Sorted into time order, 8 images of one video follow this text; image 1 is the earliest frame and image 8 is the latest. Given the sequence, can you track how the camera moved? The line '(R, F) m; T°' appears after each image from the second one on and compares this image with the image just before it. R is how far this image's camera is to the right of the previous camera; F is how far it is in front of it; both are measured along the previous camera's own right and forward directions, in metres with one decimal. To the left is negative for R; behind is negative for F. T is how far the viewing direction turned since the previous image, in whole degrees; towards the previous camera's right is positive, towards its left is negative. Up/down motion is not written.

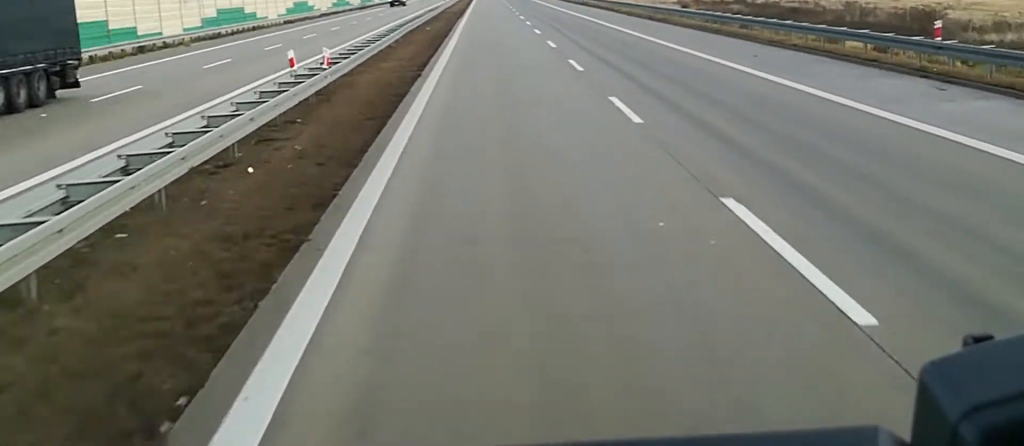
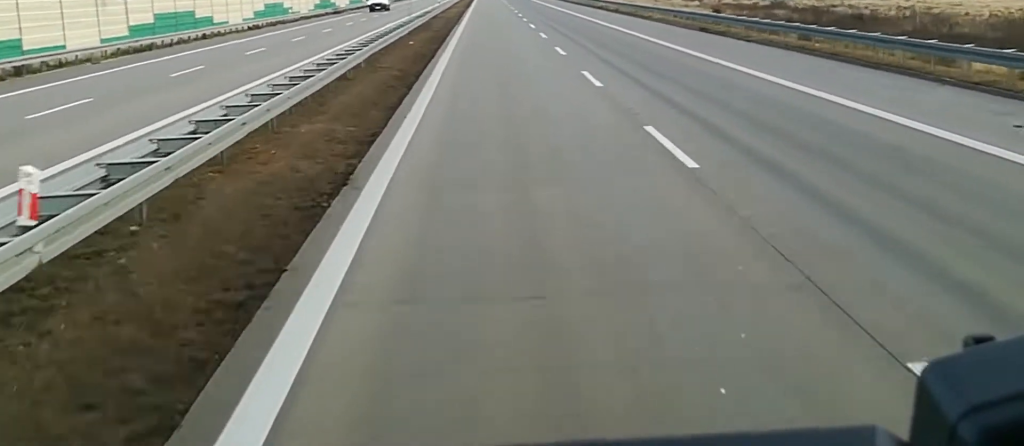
(-0.3, +16.8) m; -1°
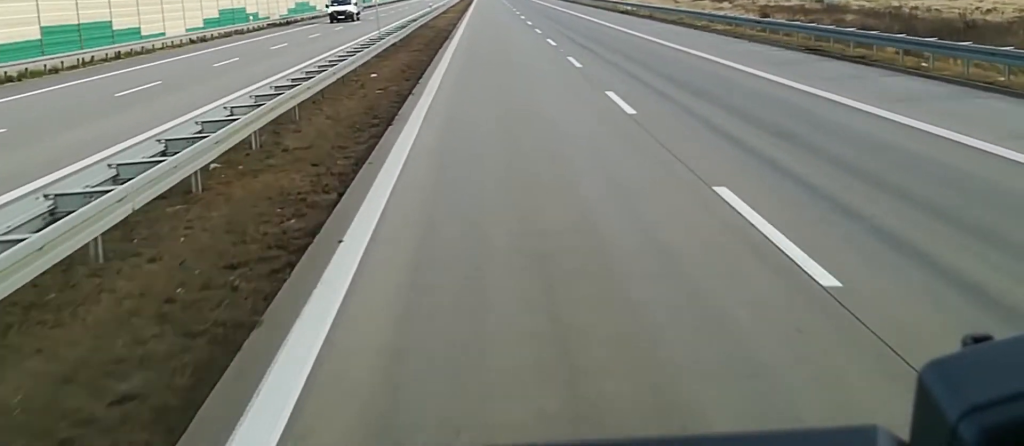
(-0.2, +18.5) m; -1°
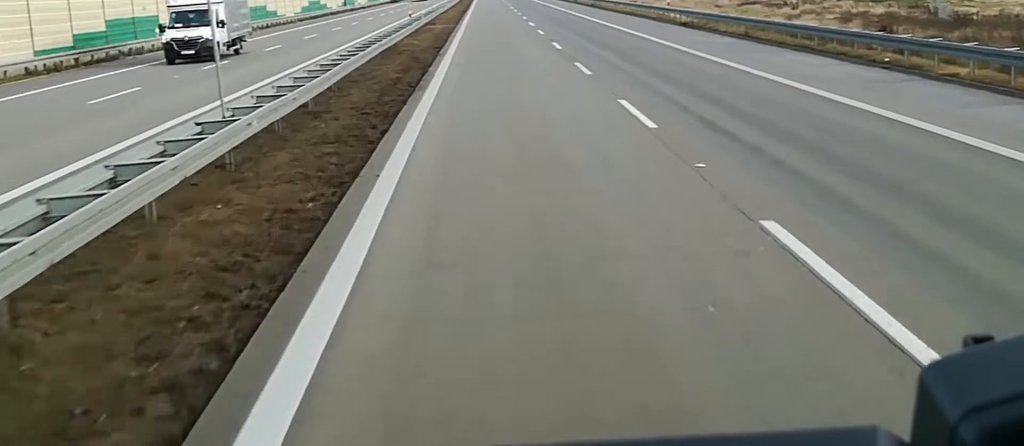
(0.0, +26.1) m; 0°
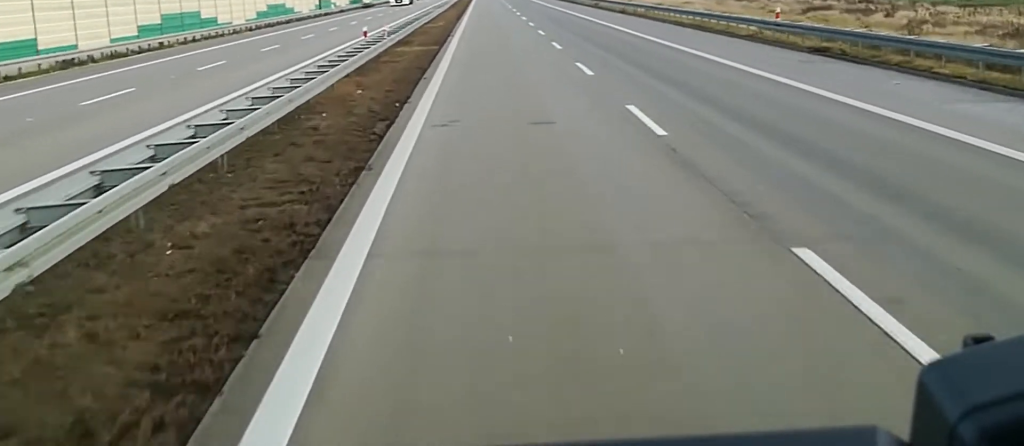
(+0.1, +25.3) m; 0°
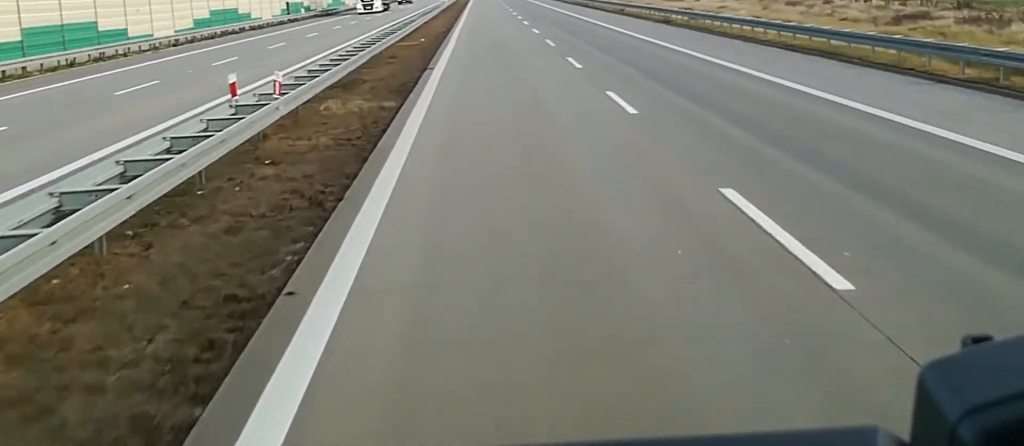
(-0.1, +20.2) m; 0°
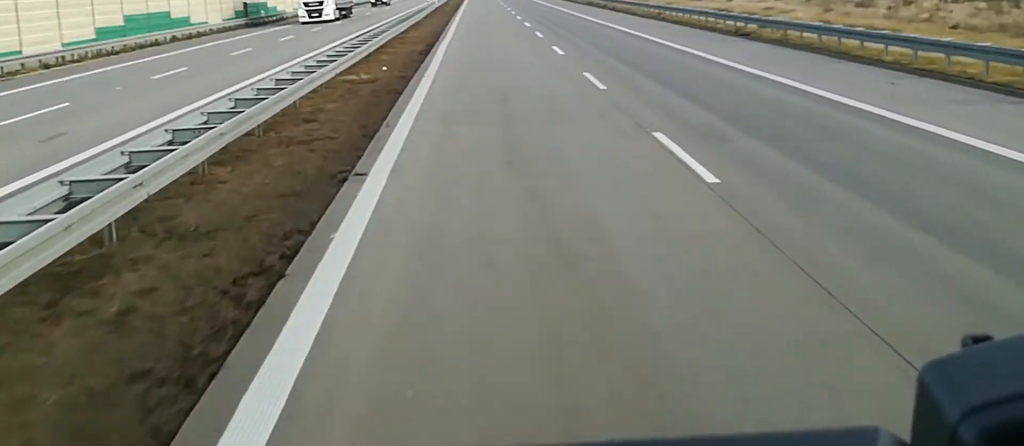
(0.0, +19.2) m; +1°
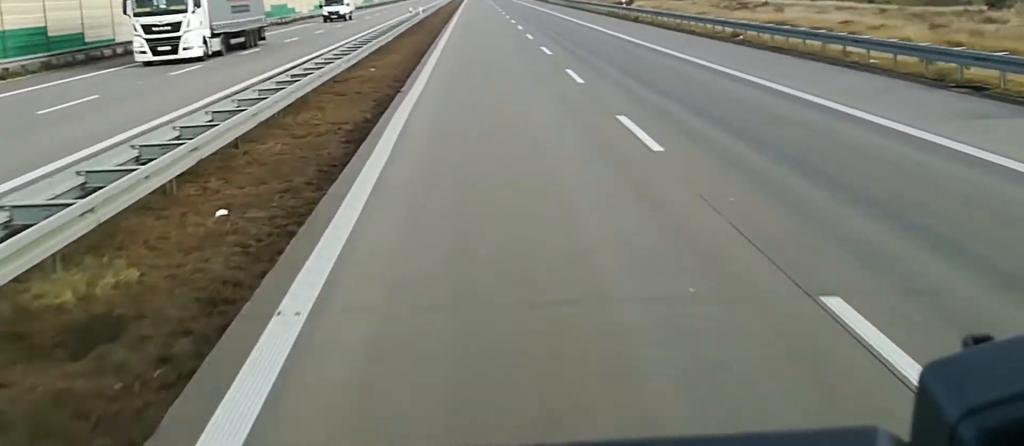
(+0.4, +20.9) m; 0°
